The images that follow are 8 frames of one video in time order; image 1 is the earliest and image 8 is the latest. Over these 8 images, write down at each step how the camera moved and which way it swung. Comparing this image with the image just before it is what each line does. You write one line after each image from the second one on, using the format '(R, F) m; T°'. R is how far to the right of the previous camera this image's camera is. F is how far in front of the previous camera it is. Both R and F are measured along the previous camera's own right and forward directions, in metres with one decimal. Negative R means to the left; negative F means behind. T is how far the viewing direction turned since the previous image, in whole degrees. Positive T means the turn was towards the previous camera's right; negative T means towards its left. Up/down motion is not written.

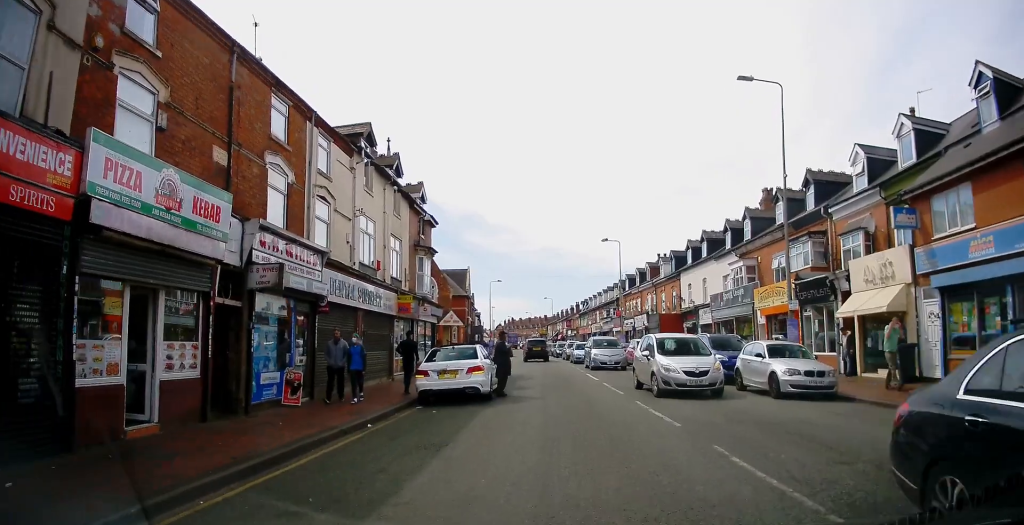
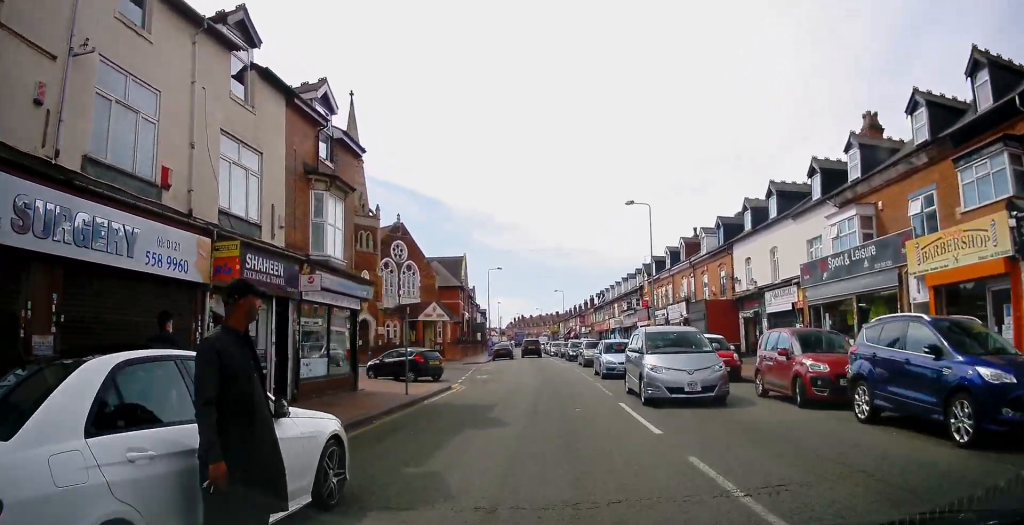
(-0.5, +13.5) m; -3°
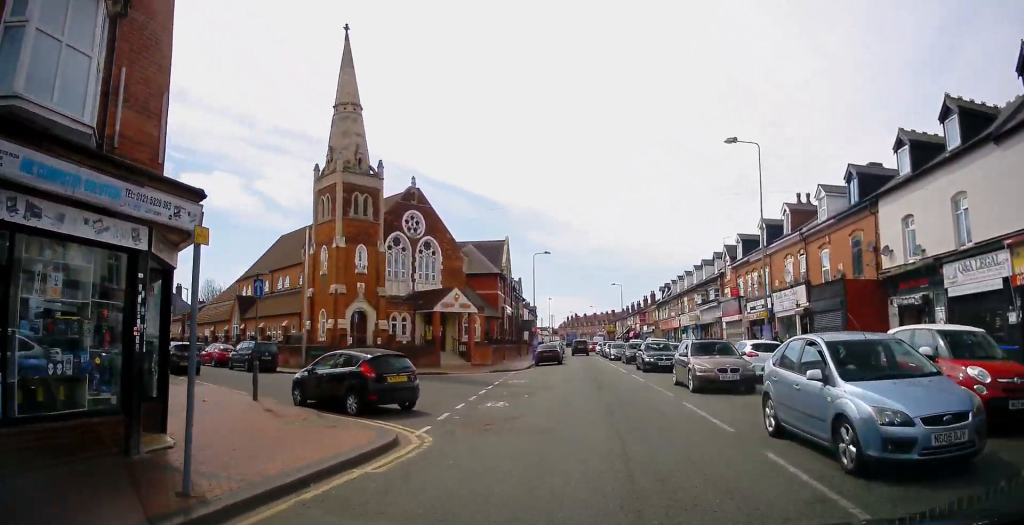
(-0.7, +13.0) m; -3°
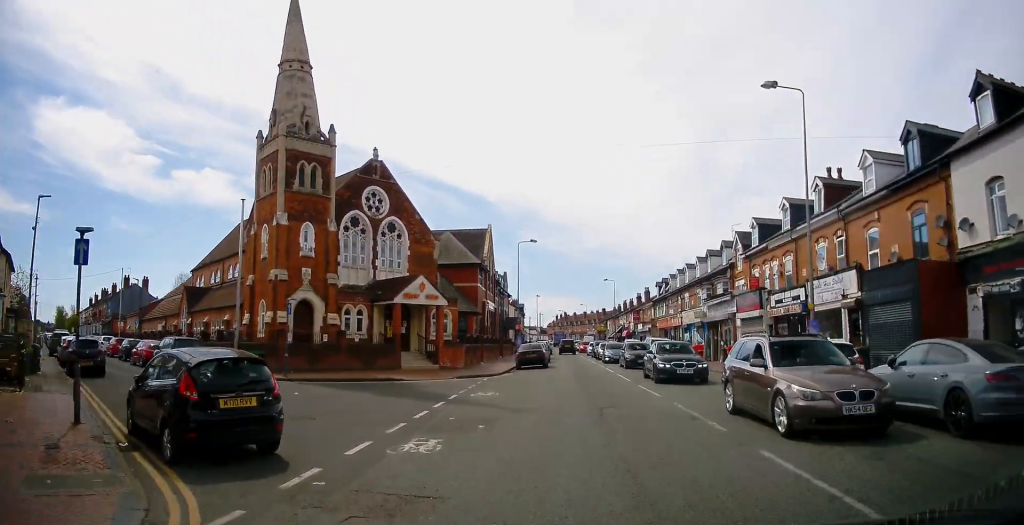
(+0.4, +6.4) m; +1°
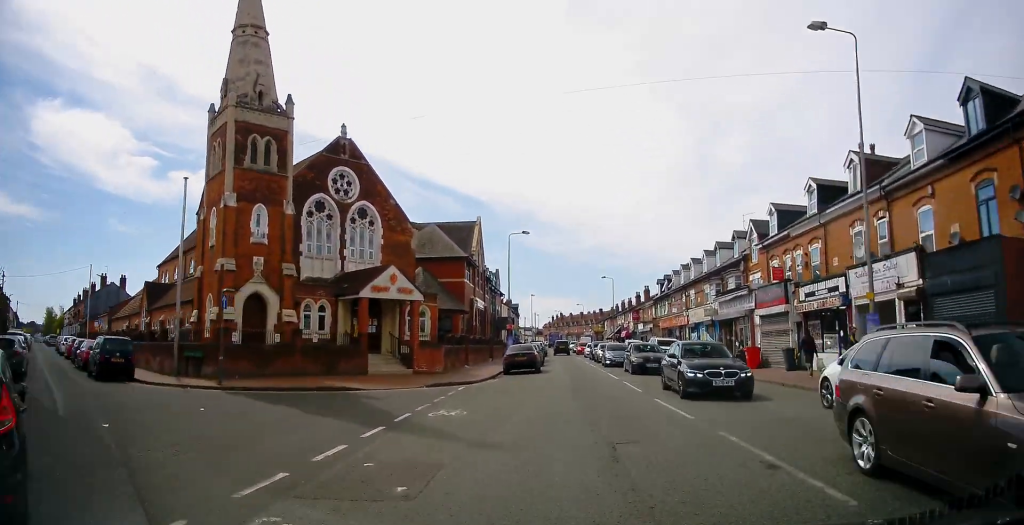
(+0.1, +4.5) m; 0°
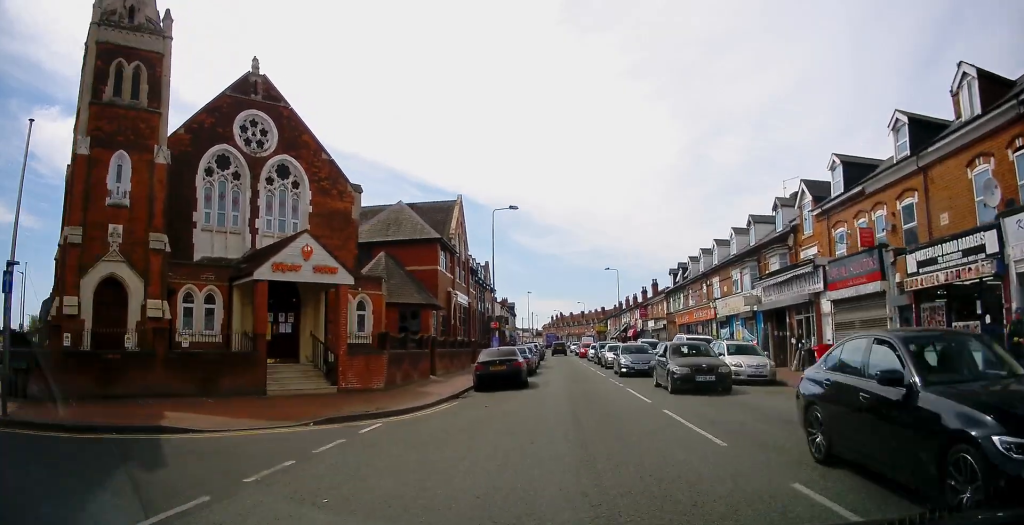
(-0.3, +9.1) m; 0°
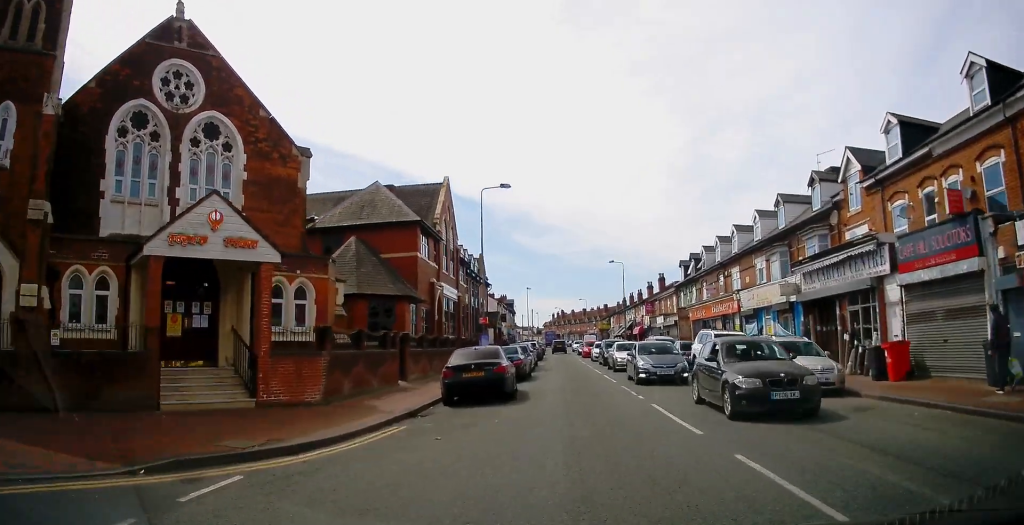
(+0.2, +5.3) m; +1°
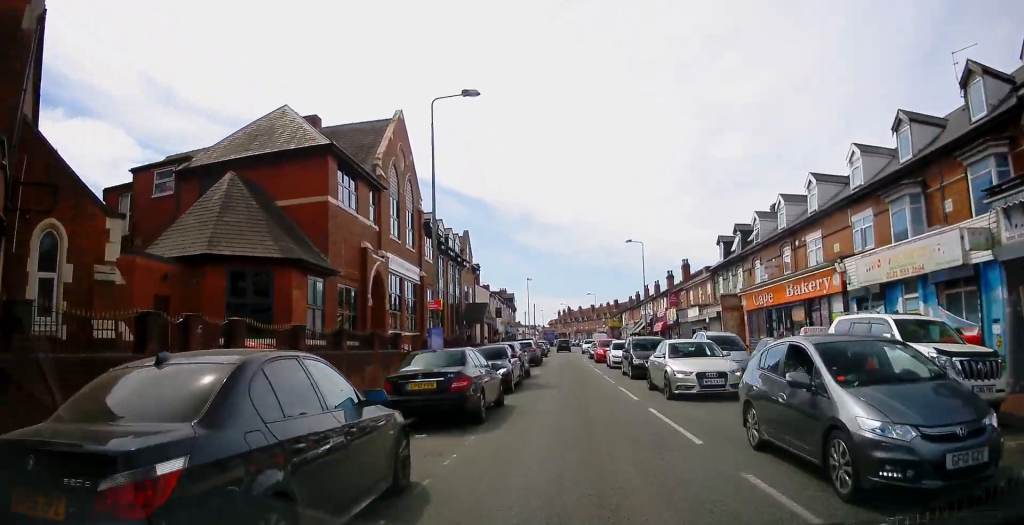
(0.0, +12.8) m; 0°
